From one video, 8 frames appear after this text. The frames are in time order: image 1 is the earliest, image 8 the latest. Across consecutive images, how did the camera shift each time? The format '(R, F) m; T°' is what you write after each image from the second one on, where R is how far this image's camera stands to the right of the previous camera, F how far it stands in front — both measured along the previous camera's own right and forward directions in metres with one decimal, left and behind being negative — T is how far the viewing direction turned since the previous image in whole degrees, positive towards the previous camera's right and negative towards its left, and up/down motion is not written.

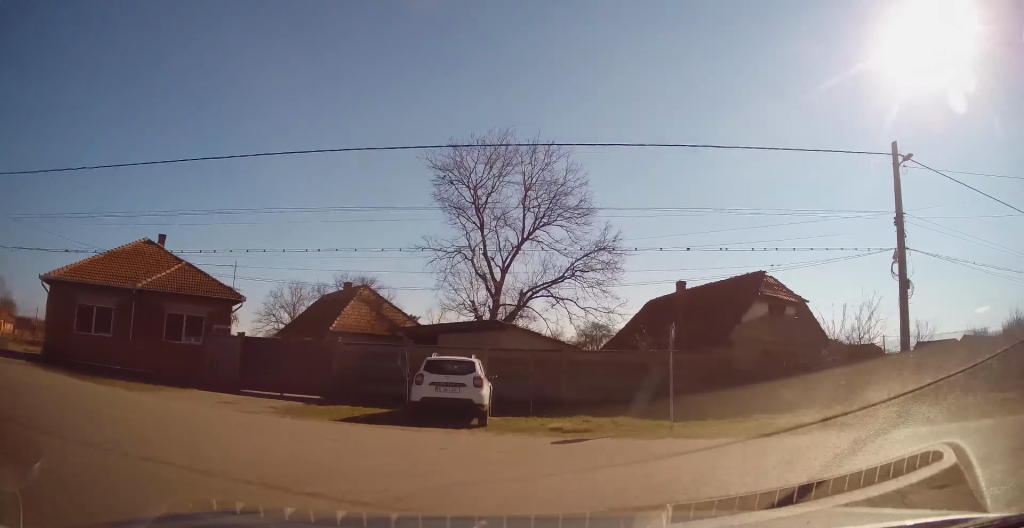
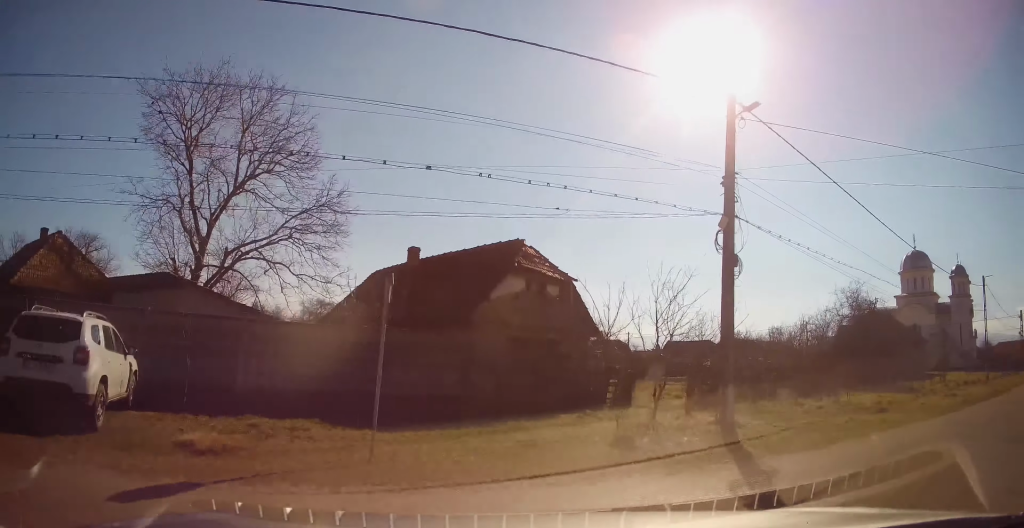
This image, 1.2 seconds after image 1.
(+1.0, +5.3) m; +27°
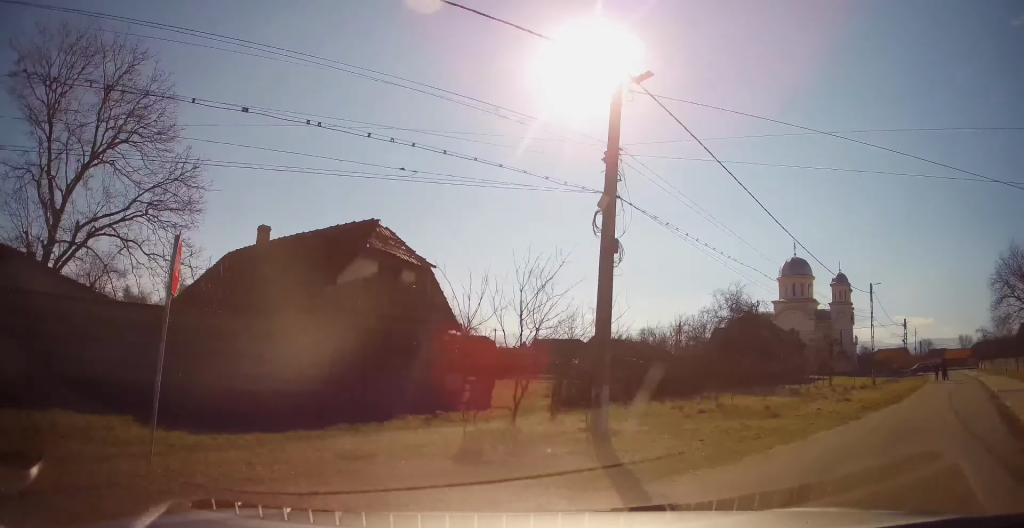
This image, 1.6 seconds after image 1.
(-0.2, +1.8) m; +14°
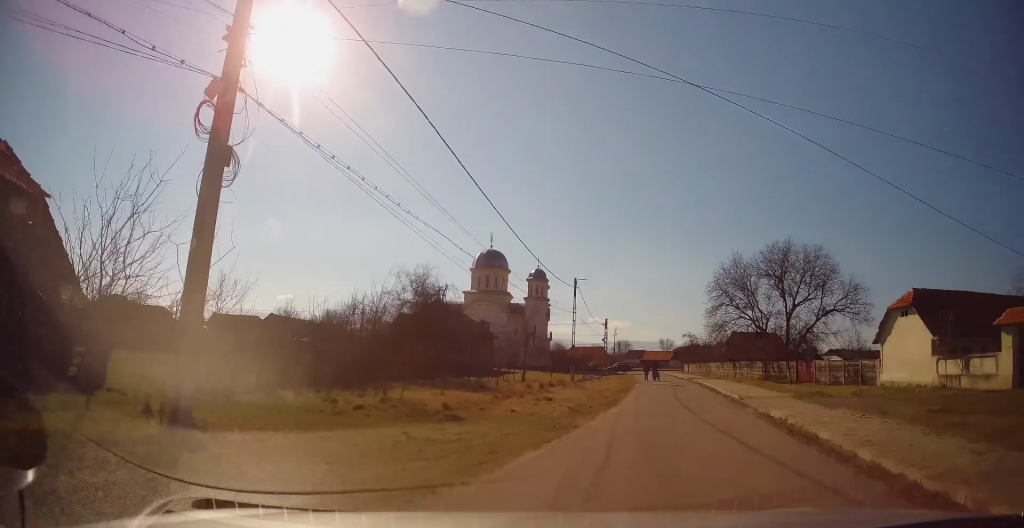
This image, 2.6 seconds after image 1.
(+1.5, +3.9) m; +37°
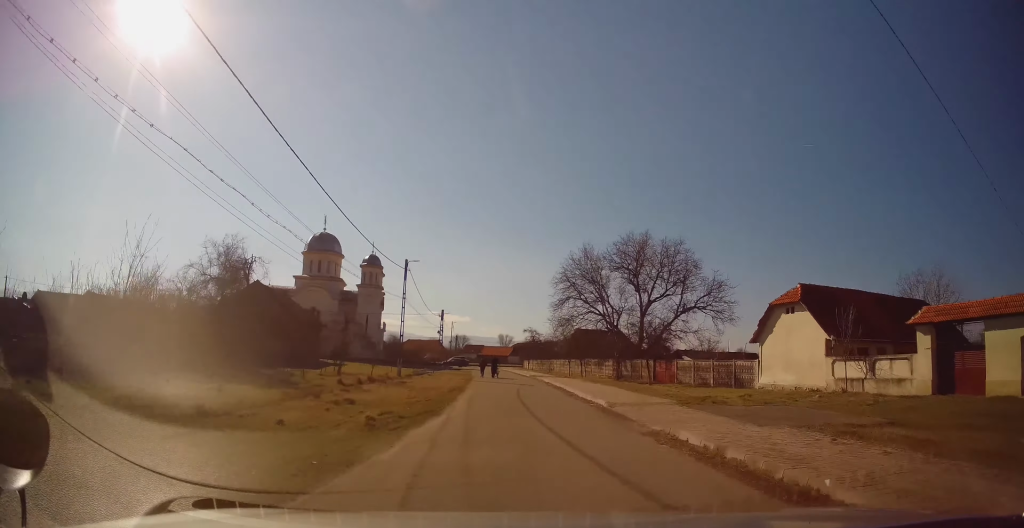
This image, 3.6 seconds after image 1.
(+1.2, +4.7) m; +15°
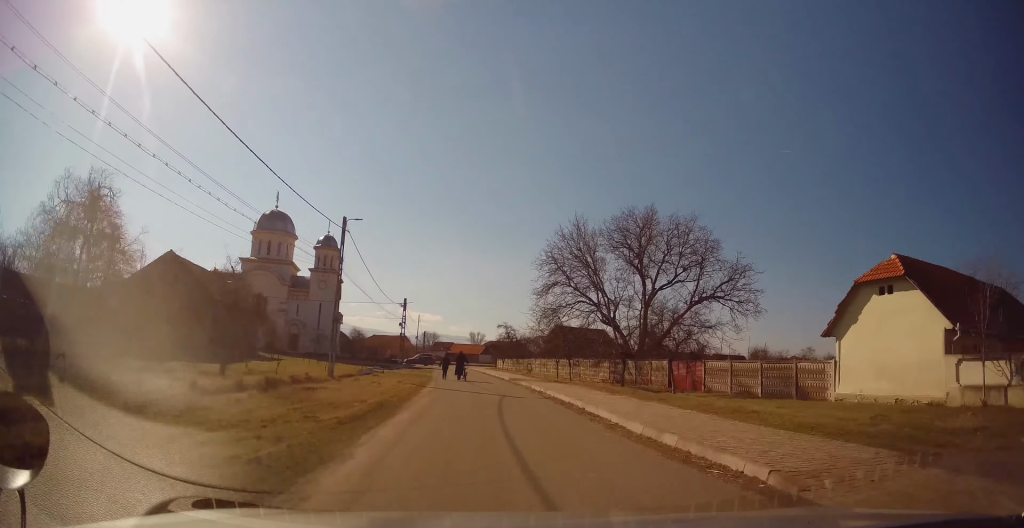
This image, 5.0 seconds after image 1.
(+0.2, +8.8) m; +2°
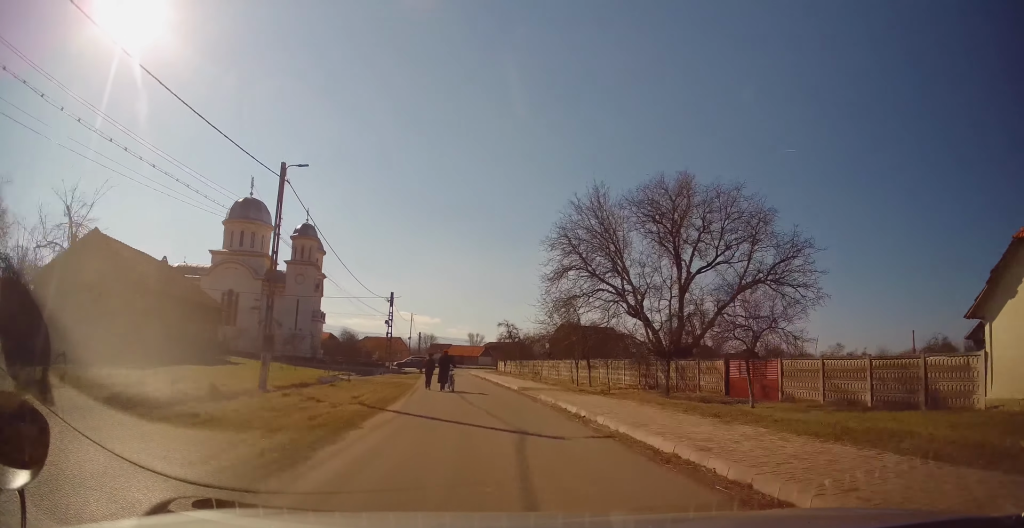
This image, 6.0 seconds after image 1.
(+0.1, +7.7) m; +1°
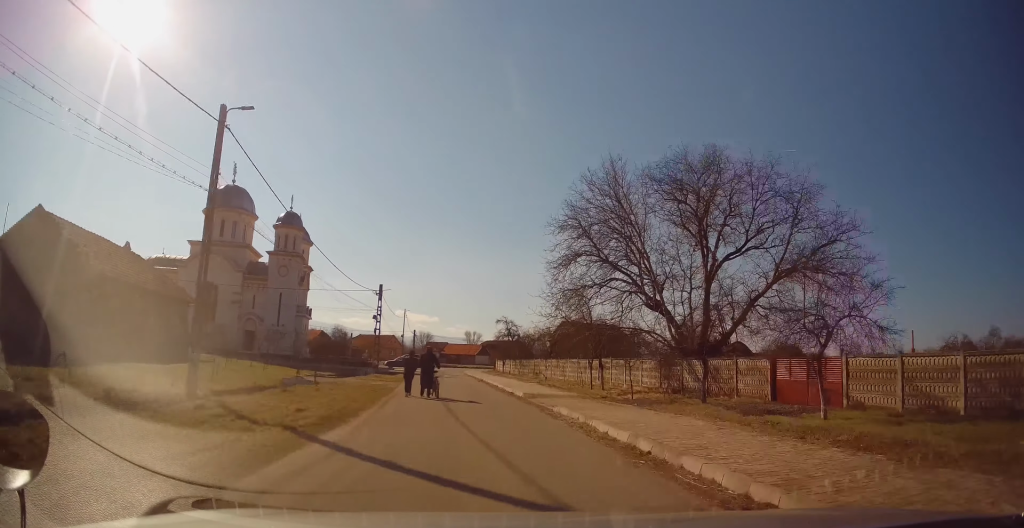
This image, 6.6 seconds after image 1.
(0.0, +4.8) m; 0°
